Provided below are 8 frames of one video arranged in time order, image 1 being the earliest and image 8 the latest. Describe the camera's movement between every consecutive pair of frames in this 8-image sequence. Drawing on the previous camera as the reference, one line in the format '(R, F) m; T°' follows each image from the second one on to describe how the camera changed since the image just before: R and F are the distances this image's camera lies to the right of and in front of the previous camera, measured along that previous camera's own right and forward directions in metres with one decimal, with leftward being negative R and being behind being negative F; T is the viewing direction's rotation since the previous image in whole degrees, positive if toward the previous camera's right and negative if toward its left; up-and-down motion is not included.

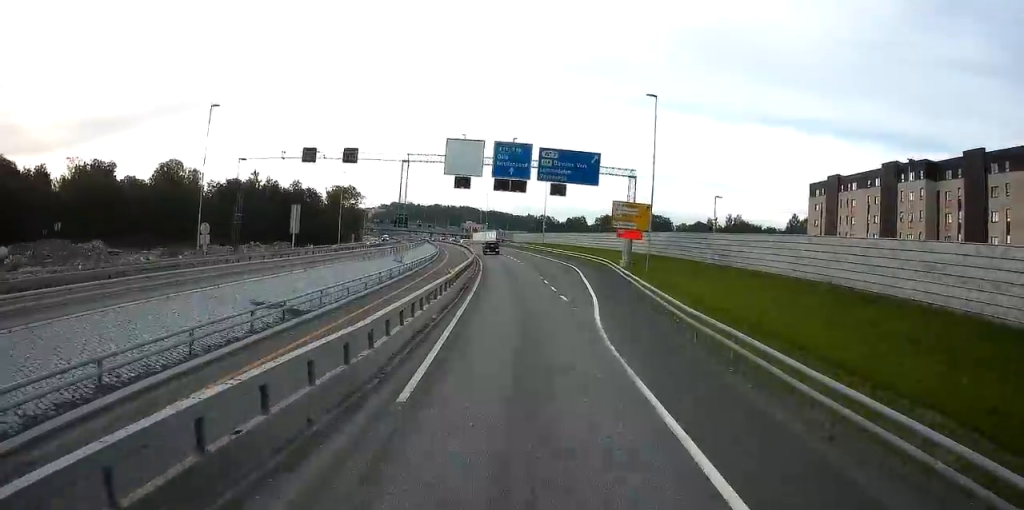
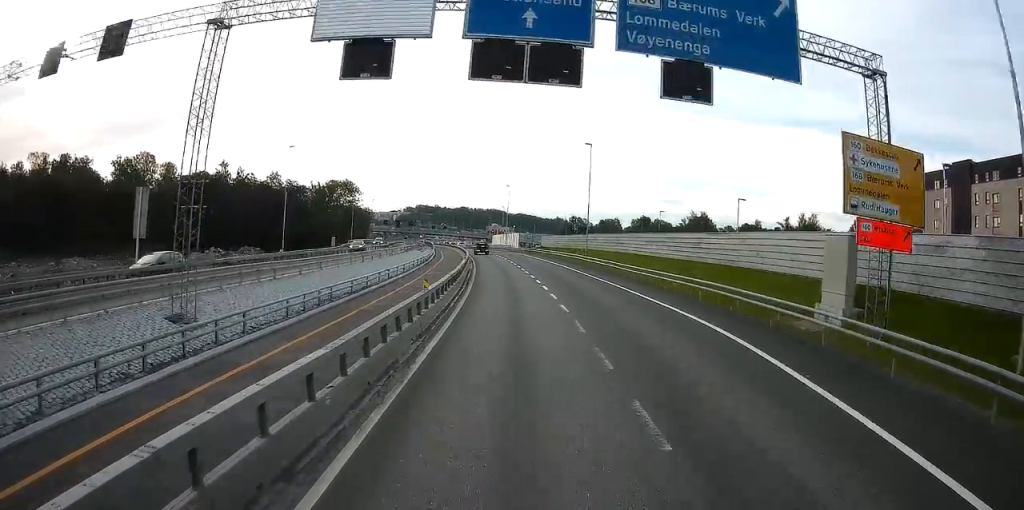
(-0.9, +30.3) m; -3°
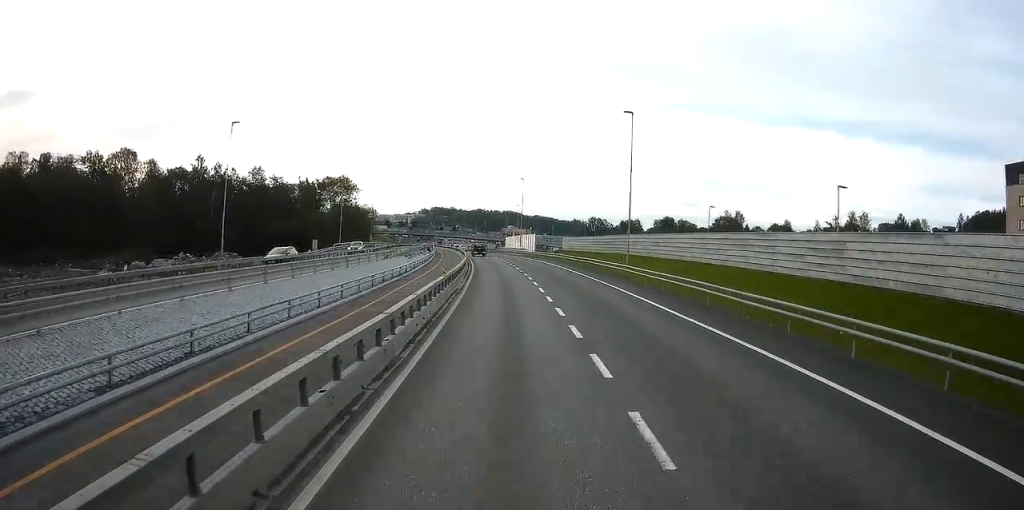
(-0.1, +16.1) m; -2°
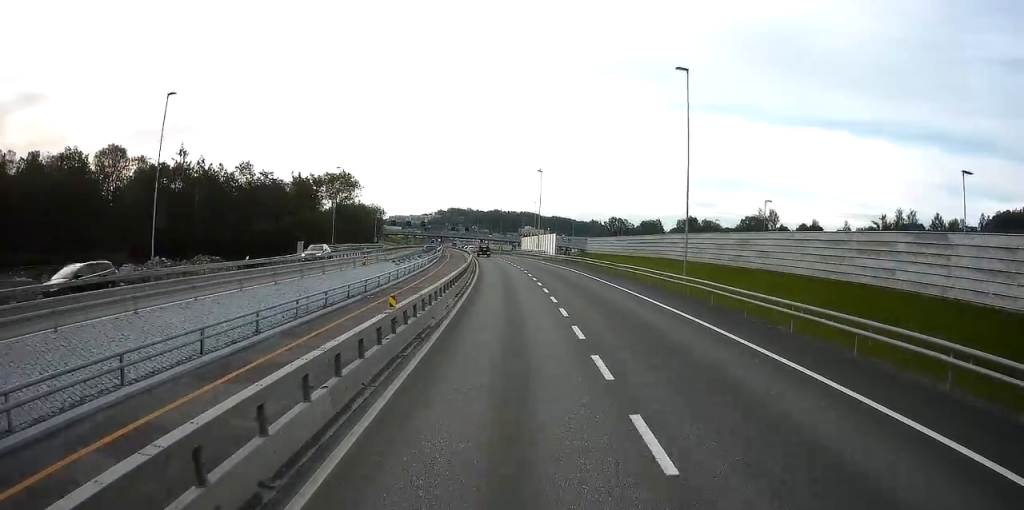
(-0.1, +11.8) m; -2°
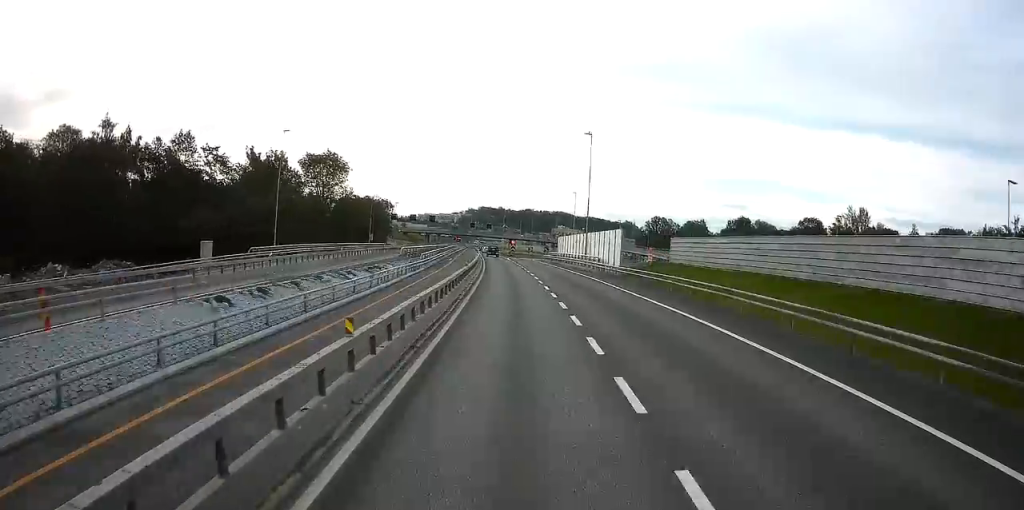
(-1.5, +29.3) m; -5°
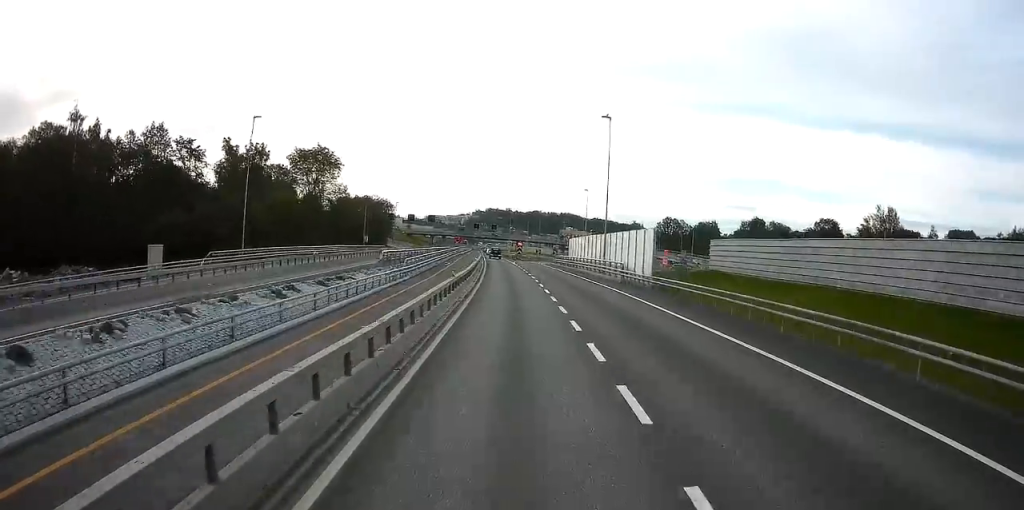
(0.0, +8.2) m; 0°
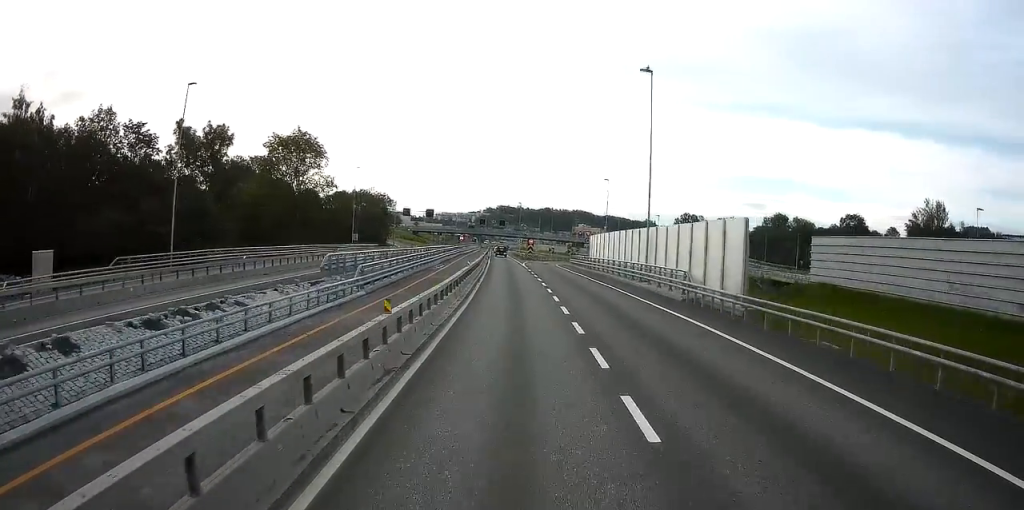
(0.0, +12.4) m; 0°
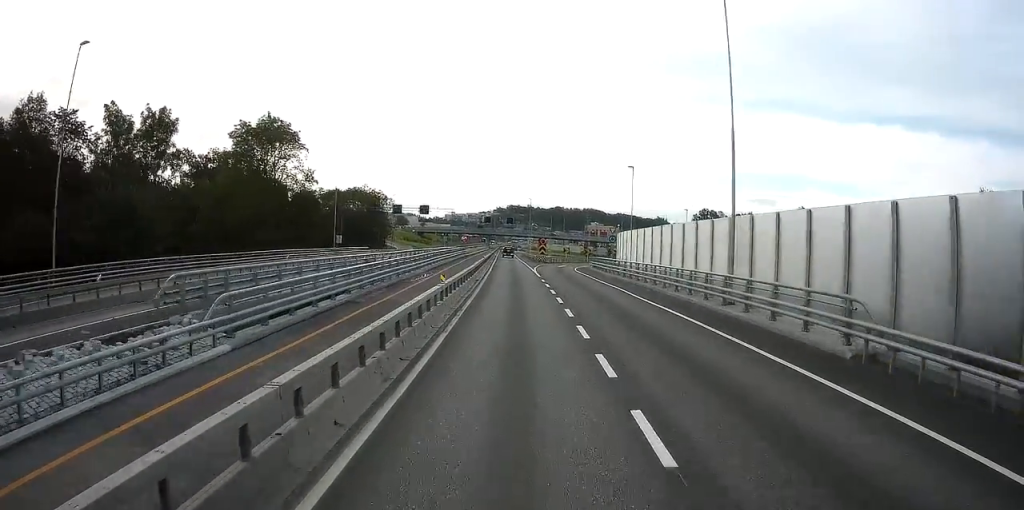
(+0.1, +12.4) m; -1°
